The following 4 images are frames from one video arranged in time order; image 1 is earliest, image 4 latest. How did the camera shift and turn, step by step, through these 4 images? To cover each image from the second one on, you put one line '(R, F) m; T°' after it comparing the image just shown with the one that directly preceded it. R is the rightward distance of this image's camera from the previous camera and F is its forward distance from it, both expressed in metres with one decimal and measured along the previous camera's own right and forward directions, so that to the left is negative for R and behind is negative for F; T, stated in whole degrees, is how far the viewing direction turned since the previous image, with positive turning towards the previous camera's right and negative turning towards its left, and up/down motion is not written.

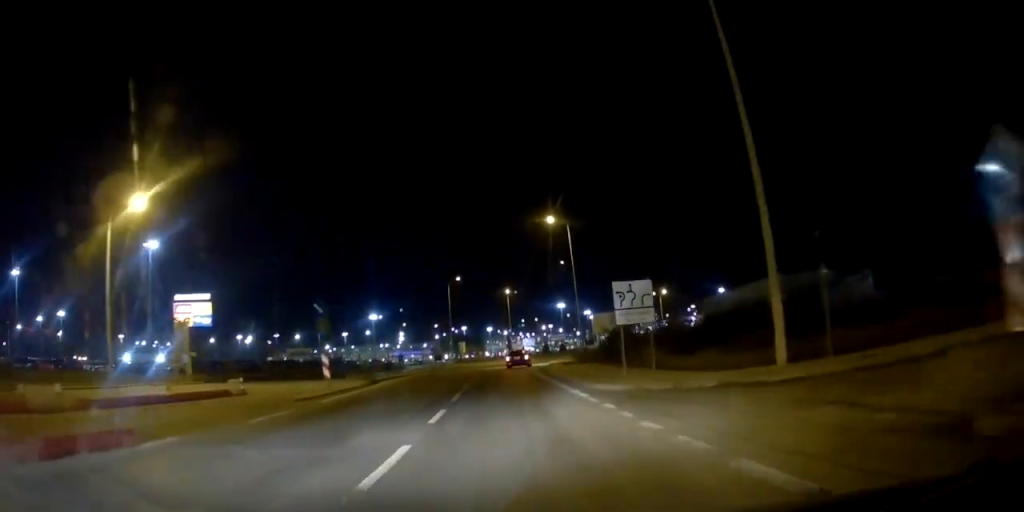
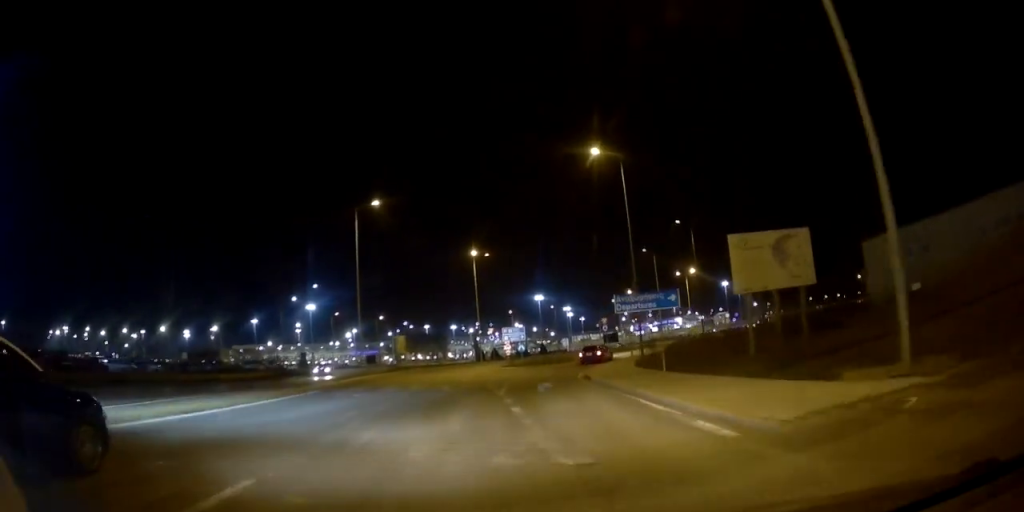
(+3.5, +41.5) m; +7°
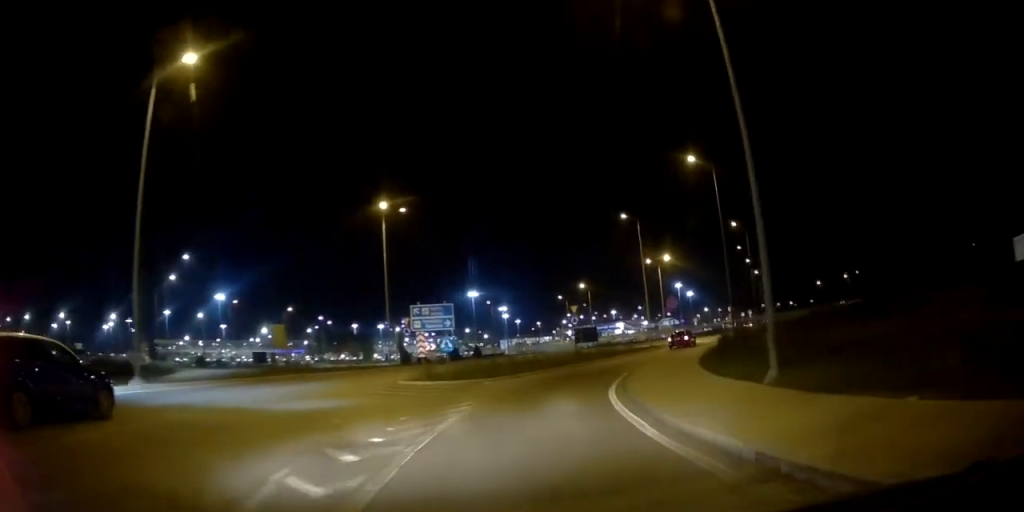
(+2.4, +21.3) m; +11°
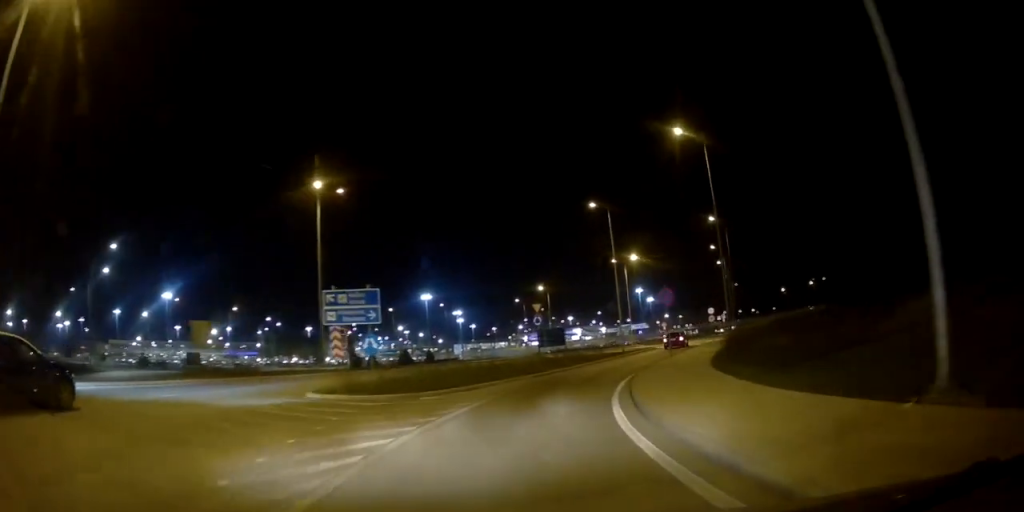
(+0.1, +6.7) m; +4°
